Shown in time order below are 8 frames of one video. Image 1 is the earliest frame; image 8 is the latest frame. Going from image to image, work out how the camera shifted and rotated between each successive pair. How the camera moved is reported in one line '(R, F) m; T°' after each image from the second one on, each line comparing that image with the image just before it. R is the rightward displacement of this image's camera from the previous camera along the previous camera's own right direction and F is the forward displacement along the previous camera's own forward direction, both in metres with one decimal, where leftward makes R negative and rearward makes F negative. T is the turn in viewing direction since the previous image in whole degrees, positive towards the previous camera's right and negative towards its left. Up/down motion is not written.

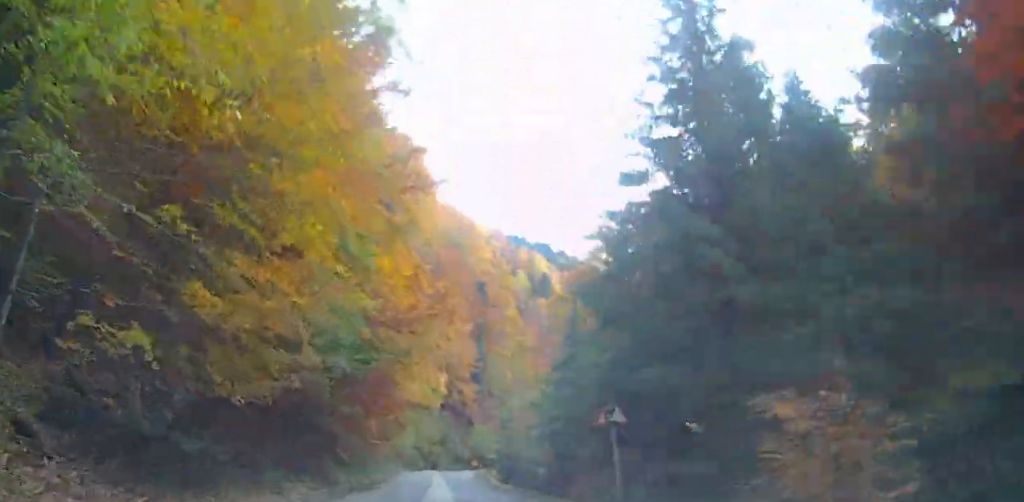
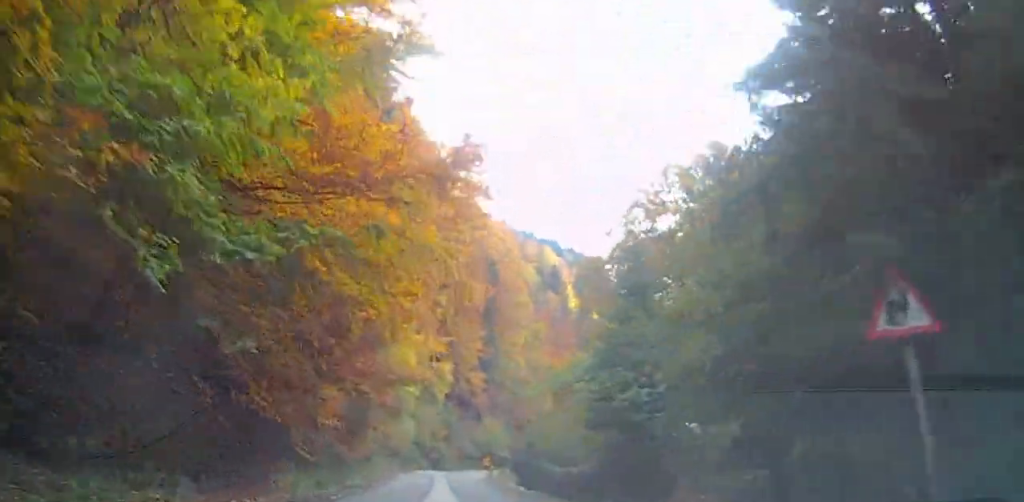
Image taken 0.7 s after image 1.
(-0.2, +9.9) m; -6°
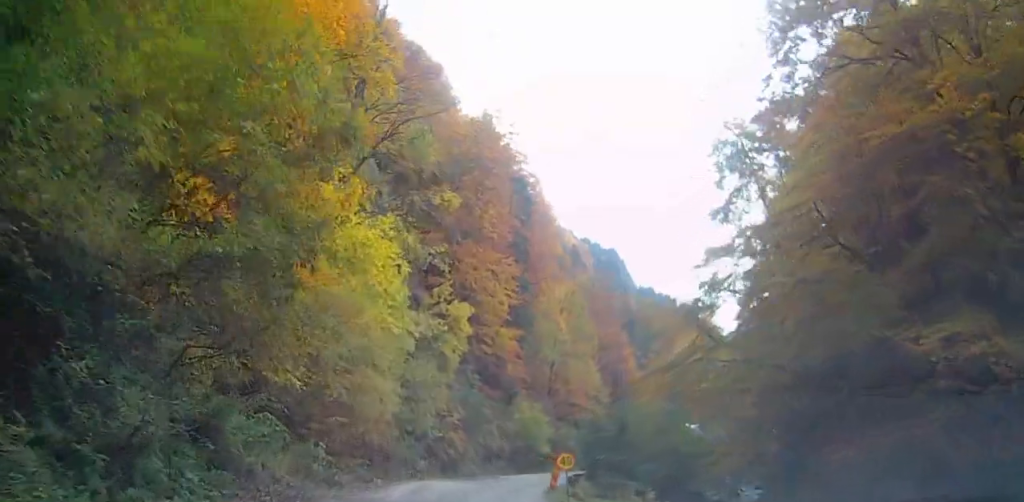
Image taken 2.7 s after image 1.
(-3.8, +27.6) m; -8°
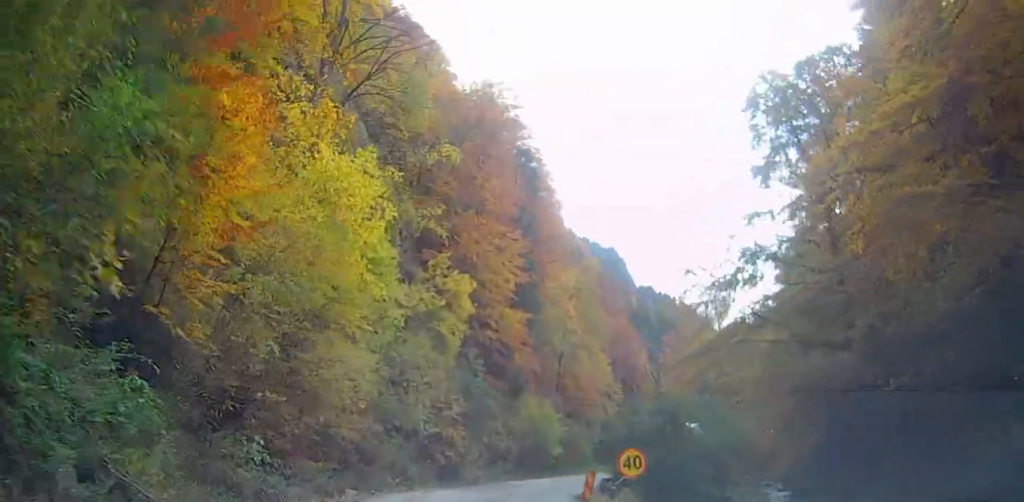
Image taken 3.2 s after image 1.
(+0.1, +7.8) m; +1°
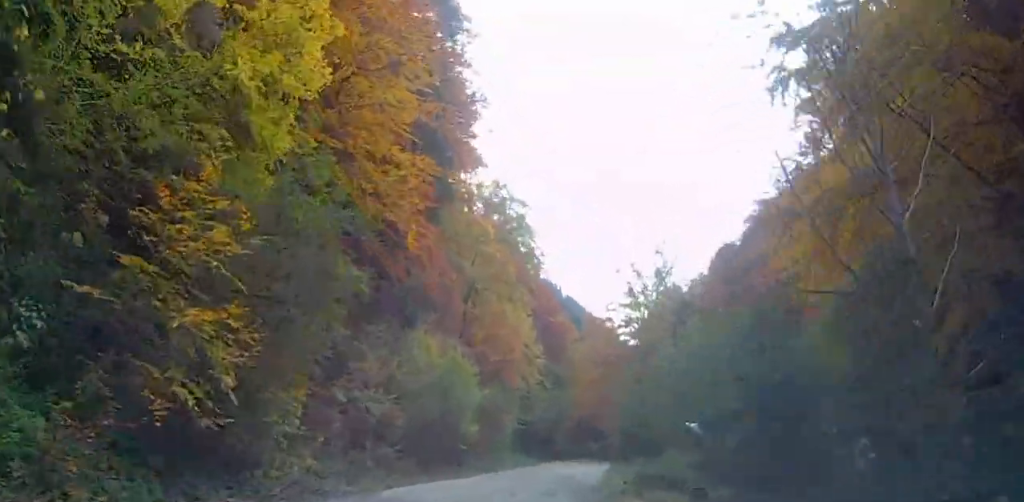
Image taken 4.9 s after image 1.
(+1.0, +24.4) m; +2°
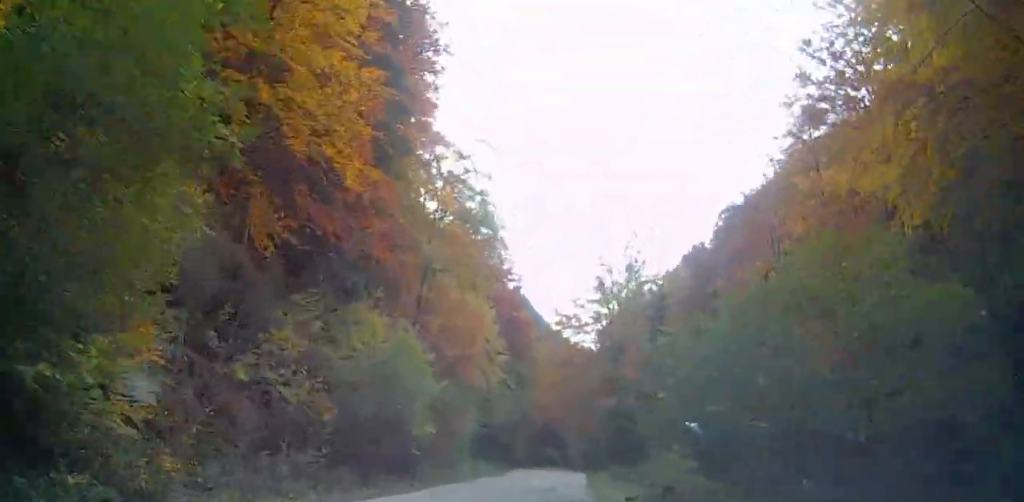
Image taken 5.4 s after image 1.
(+0.6, +6.4) m; -2°
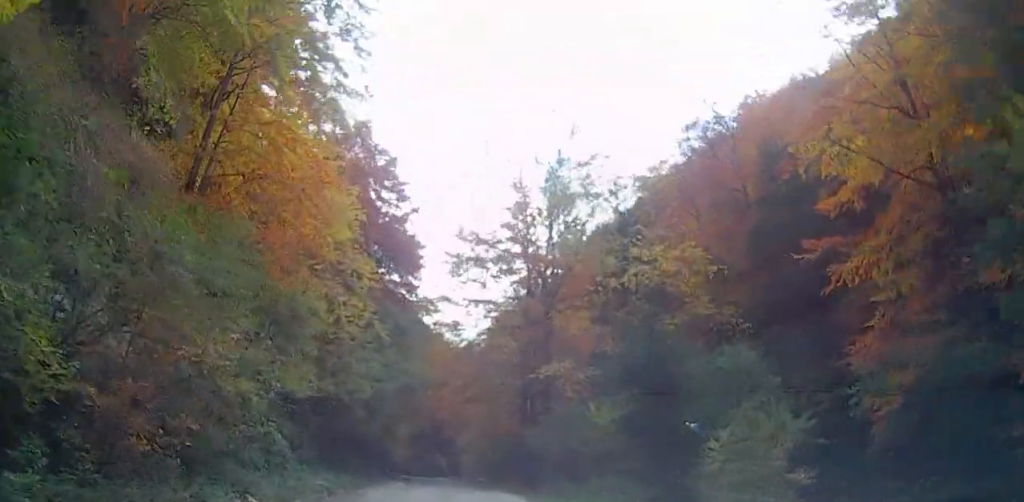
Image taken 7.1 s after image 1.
(+0.3, +22.7) m; +14°
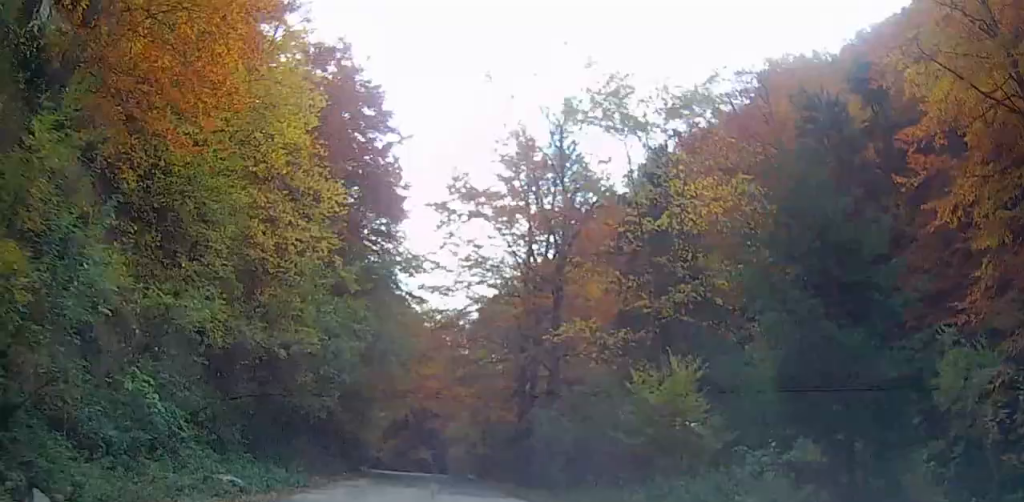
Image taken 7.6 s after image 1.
(+0.6, +8.1) m; +7°
